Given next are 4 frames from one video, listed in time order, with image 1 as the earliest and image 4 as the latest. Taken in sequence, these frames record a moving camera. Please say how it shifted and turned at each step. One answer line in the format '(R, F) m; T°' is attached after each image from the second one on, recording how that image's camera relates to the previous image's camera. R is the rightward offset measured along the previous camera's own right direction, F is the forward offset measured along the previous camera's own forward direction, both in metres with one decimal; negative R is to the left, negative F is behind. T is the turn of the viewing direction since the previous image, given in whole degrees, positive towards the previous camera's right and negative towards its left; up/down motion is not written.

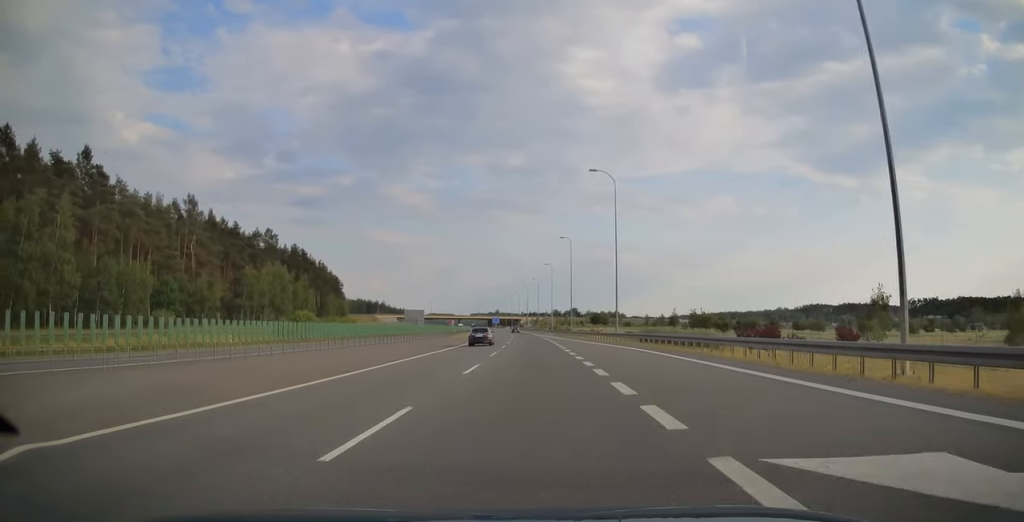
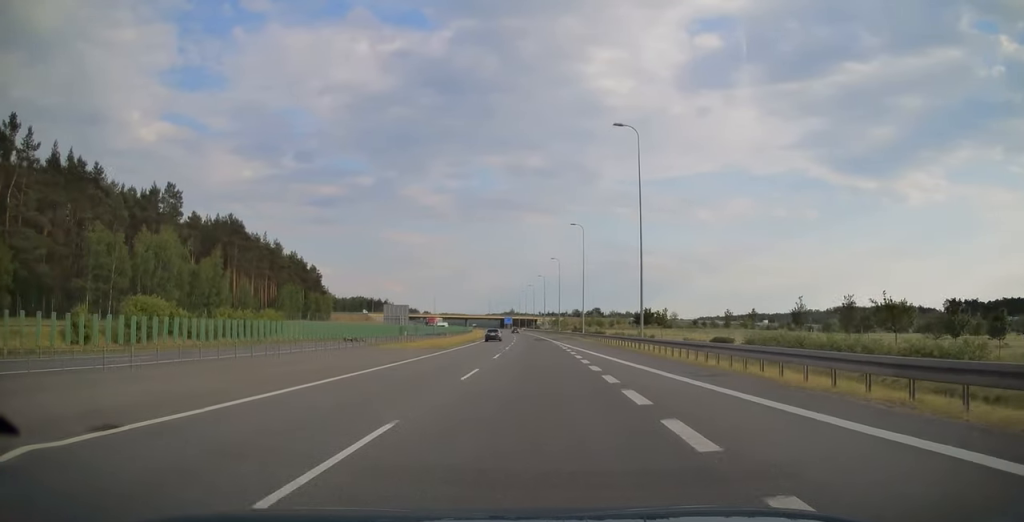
(-0.7, +50.2) m; -2°
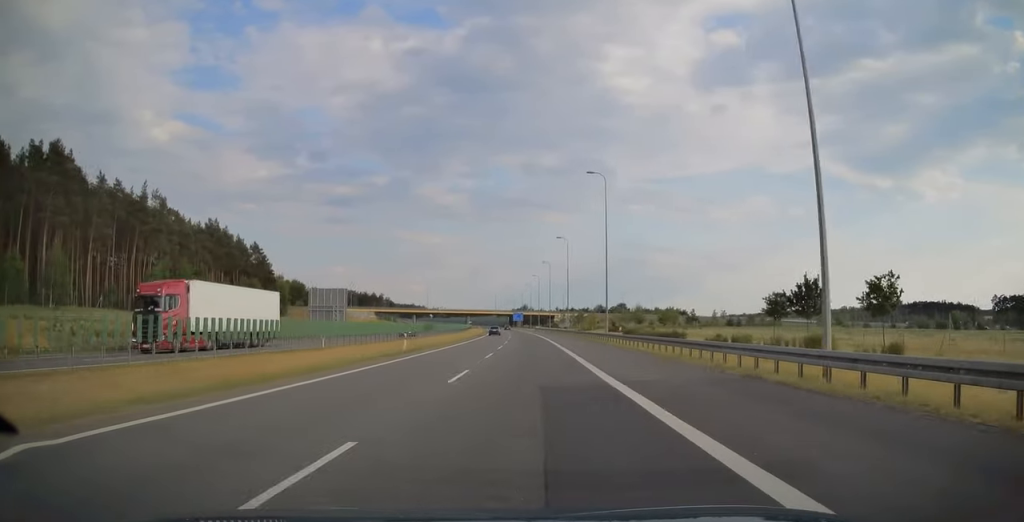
(-0.9, +62.3) m; -2°
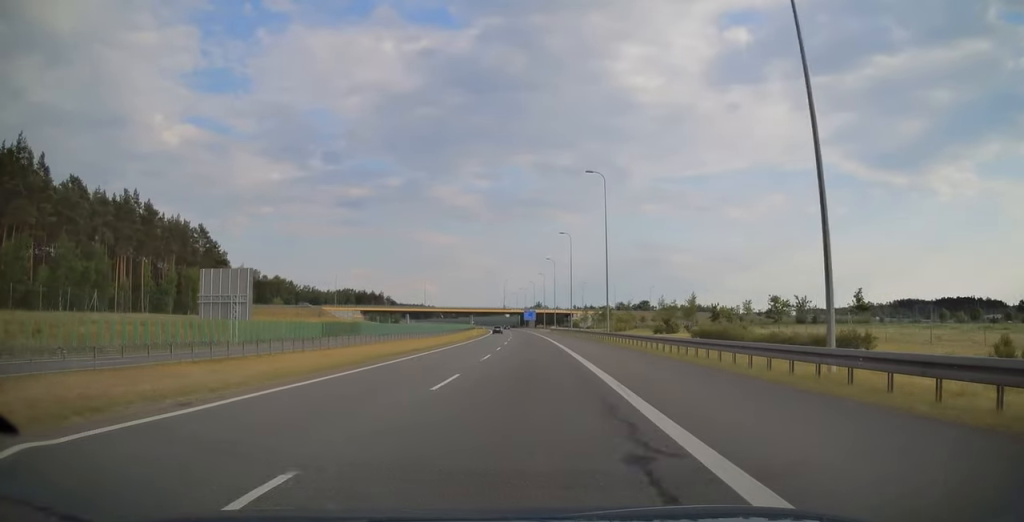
(-0.4, +38.3) m; -1°
